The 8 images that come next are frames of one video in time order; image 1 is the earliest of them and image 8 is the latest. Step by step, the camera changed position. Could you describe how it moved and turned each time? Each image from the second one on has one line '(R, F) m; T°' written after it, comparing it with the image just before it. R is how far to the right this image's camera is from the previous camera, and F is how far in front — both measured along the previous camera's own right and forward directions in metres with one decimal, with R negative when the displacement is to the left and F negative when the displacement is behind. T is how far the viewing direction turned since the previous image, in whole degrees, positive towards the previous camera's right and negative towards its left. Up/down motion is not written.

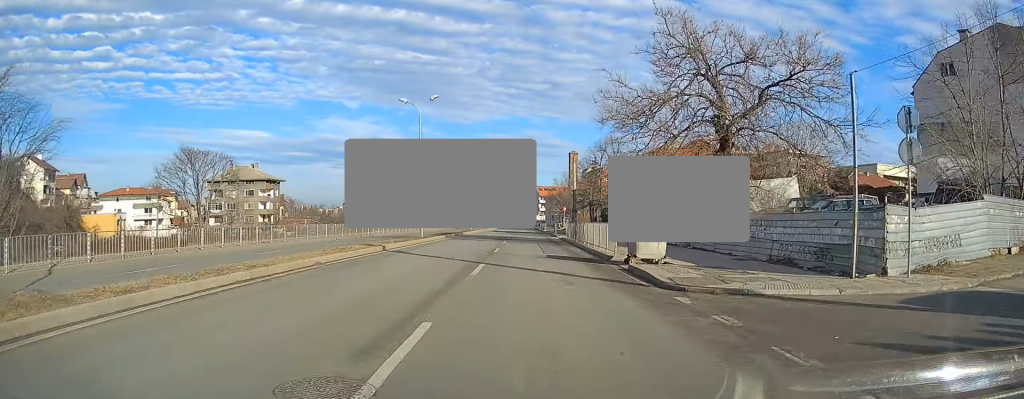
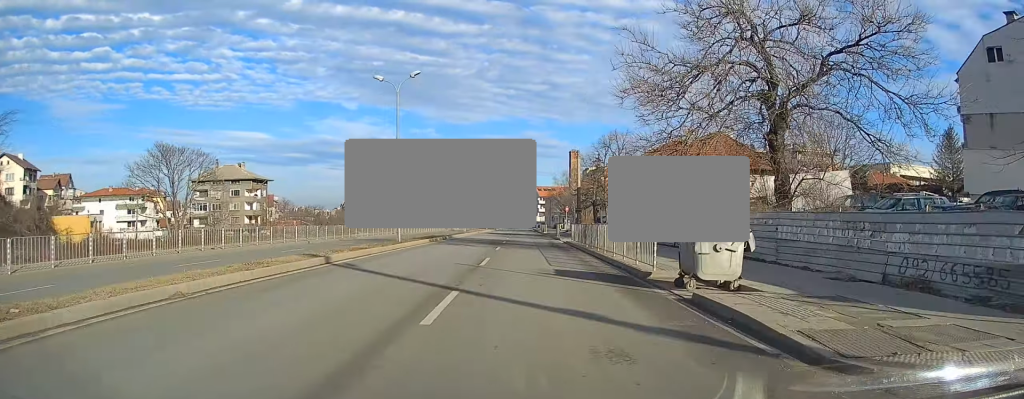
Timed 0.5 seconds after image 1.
(0.0, +6.5) m; 0°
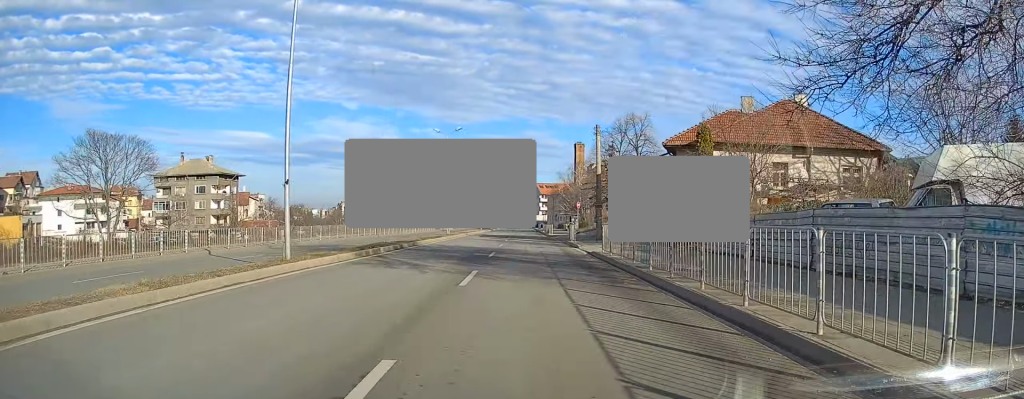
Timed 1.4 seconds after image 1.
(+0.1, +14.0) m; 0°
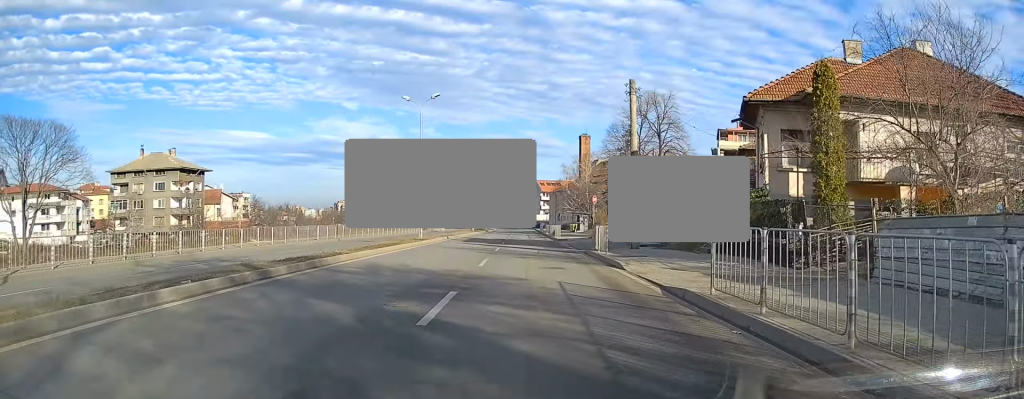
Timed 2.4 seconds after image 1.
(-0.2, +14.0) m; -1°
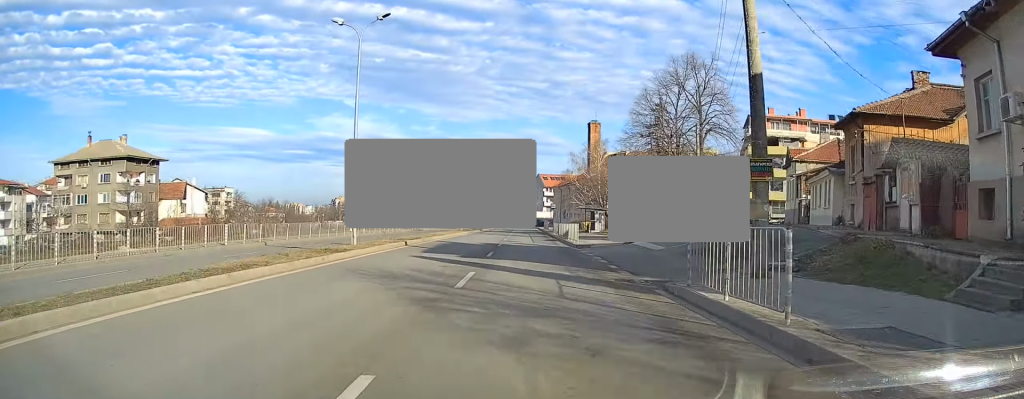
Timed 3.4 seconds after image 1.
(0.0, +14.4) m; 0°
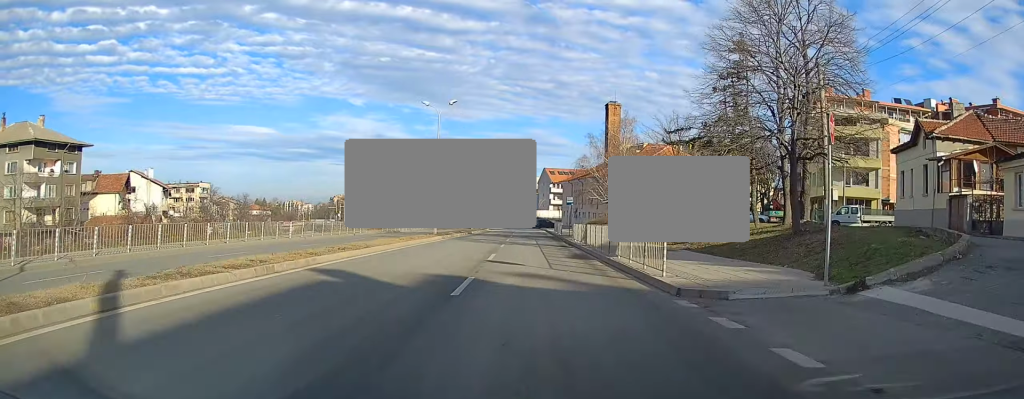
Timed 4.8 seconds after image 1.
(+0.2, +19.9) m; 0°
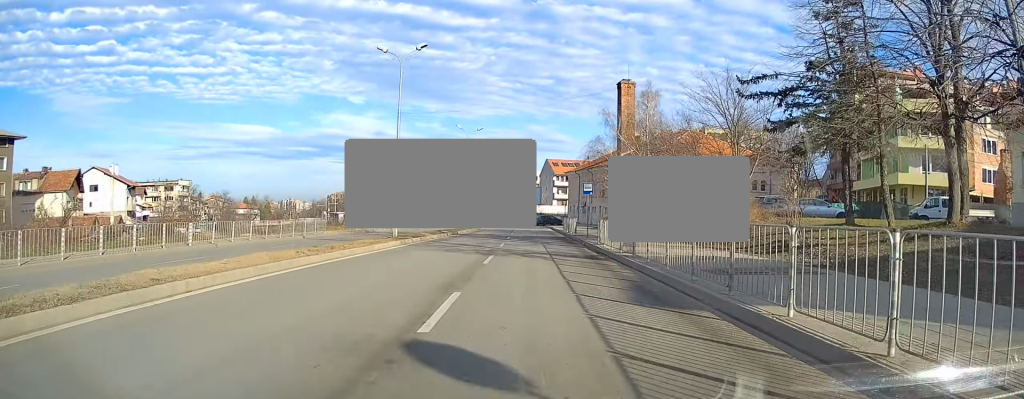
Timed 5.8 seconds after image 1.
(0.0, +12.7) m; 0°
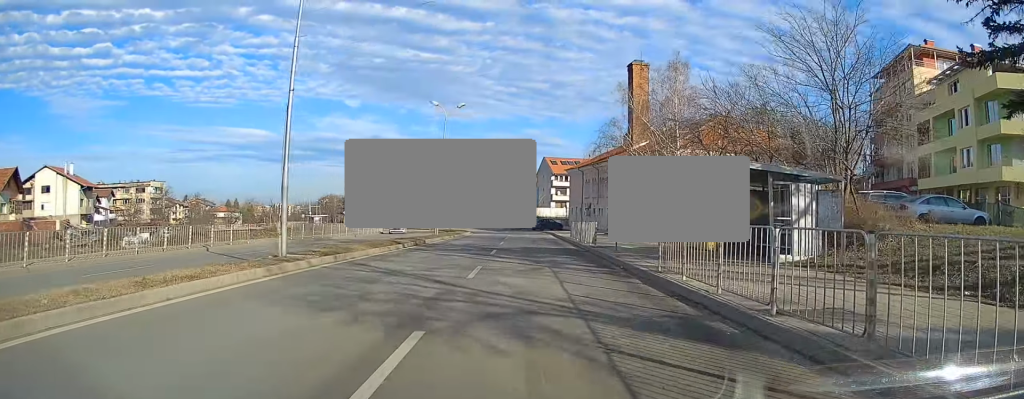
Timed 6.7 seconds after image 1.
(0.0, +12.3) m; 0°
